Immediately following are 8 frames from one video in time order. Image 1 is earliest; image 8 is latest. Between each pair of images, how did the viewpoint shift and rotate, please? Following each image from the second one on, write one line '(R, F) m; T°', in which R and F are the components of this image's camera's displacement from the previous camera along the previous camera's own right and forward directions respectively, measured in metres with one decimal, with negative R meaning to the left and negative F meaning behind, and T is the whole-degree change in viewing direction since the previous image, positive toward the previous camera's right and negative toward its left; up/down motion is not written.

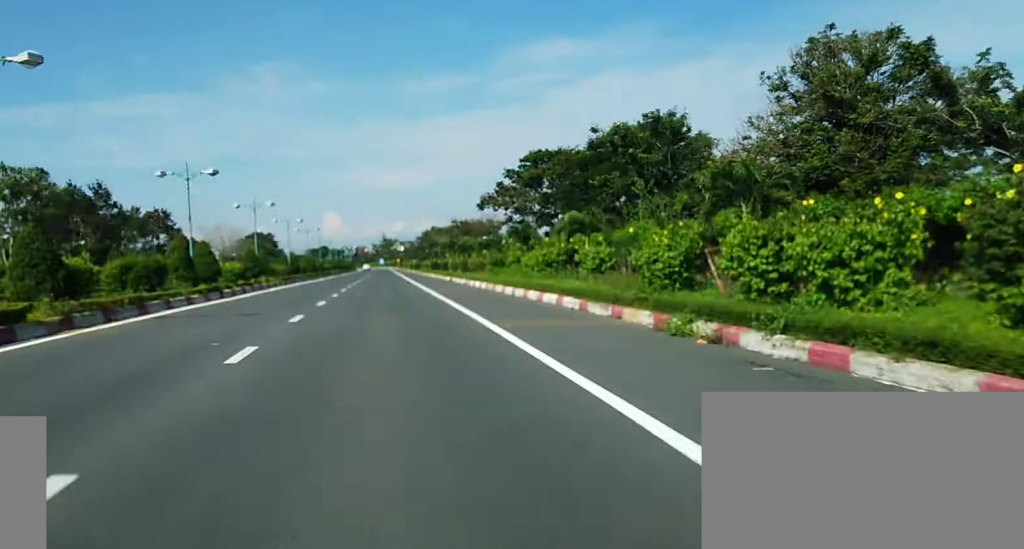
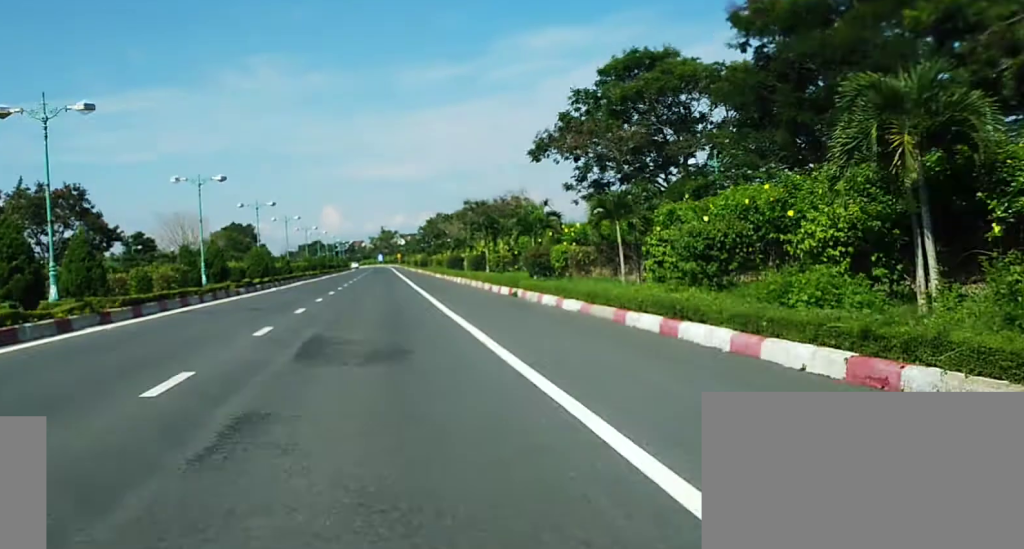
(-0.2, +35.1) m; 0°
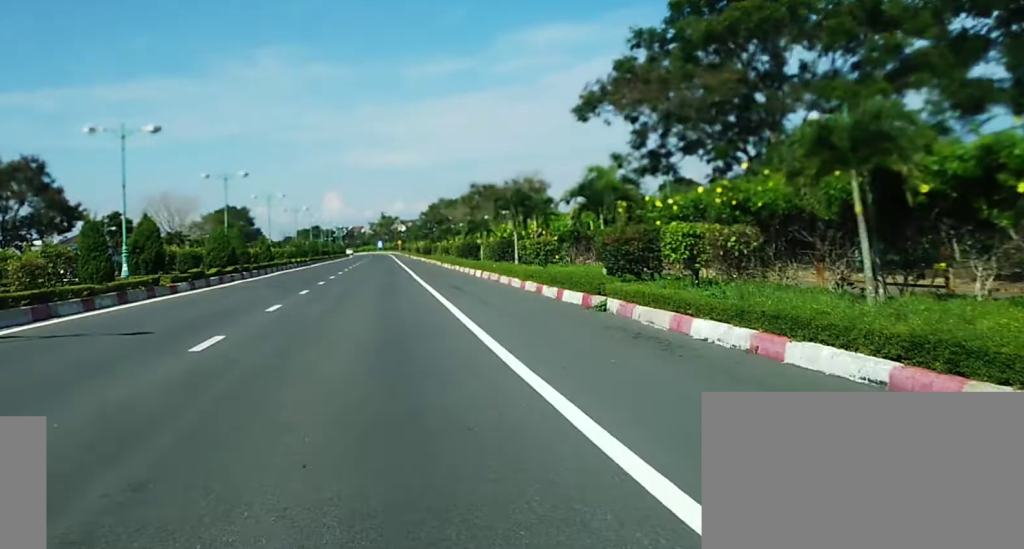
(0.0, +13.3) m; 0°
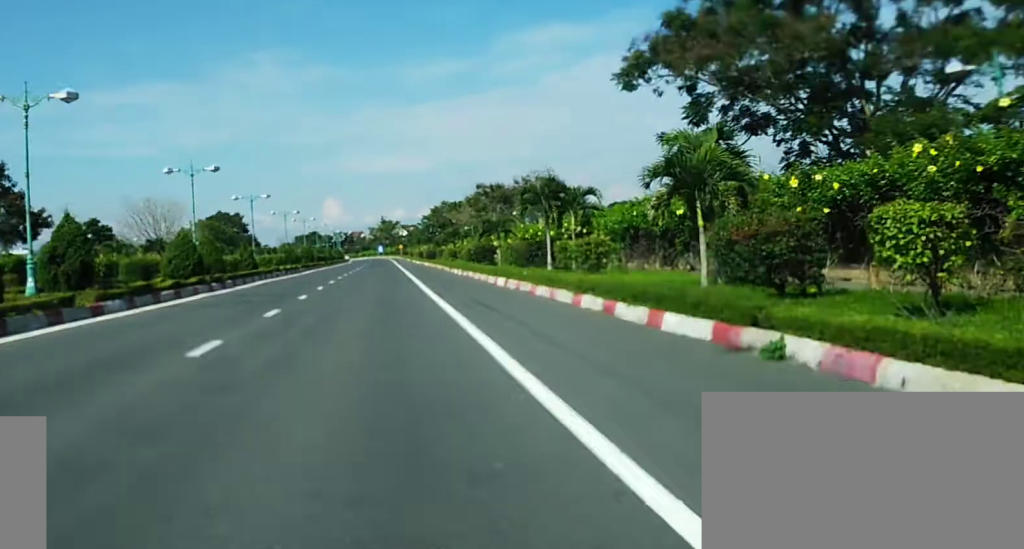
(0.0, +7.9) m; 0°
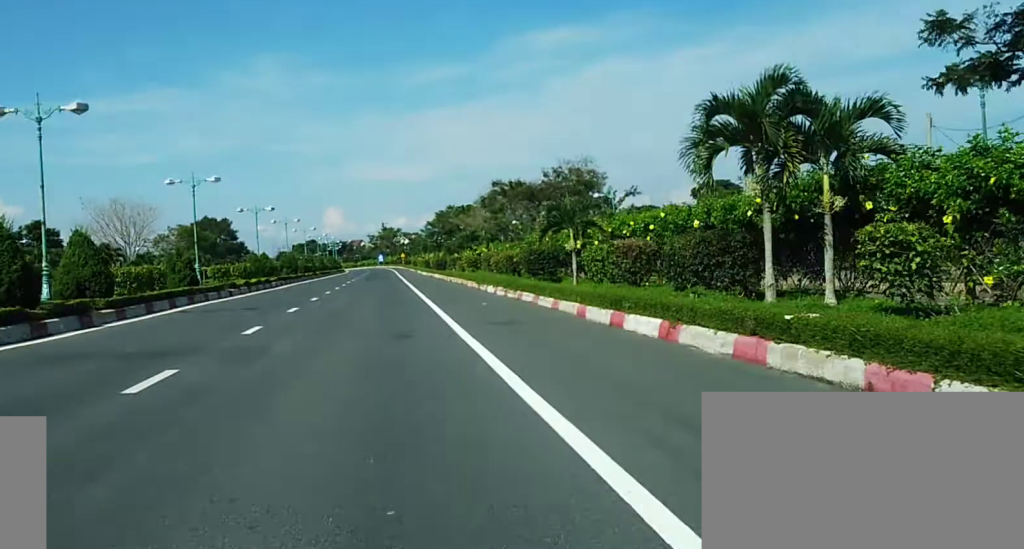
(-0.1, +18.5) m; 0°
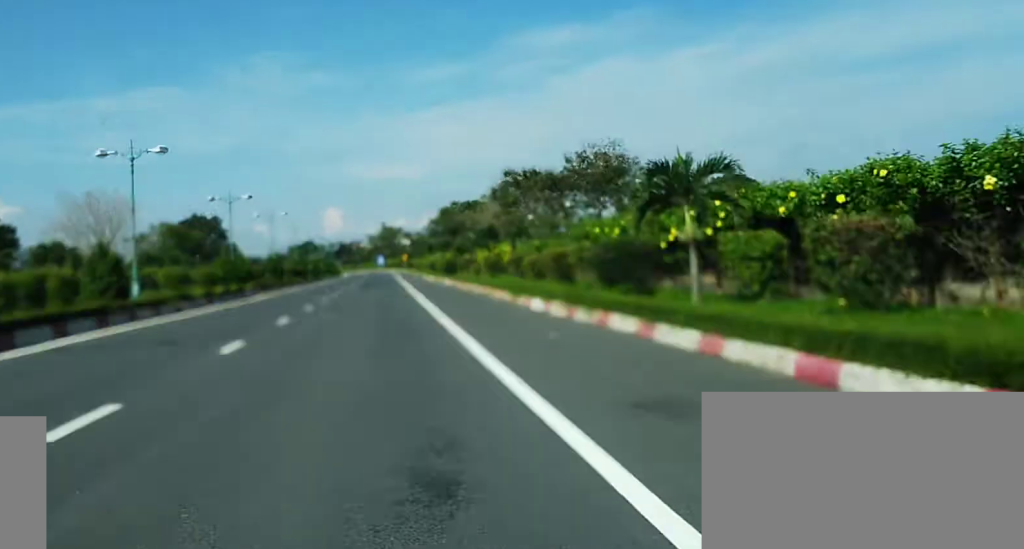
(0.0, +10.5) m; 0°
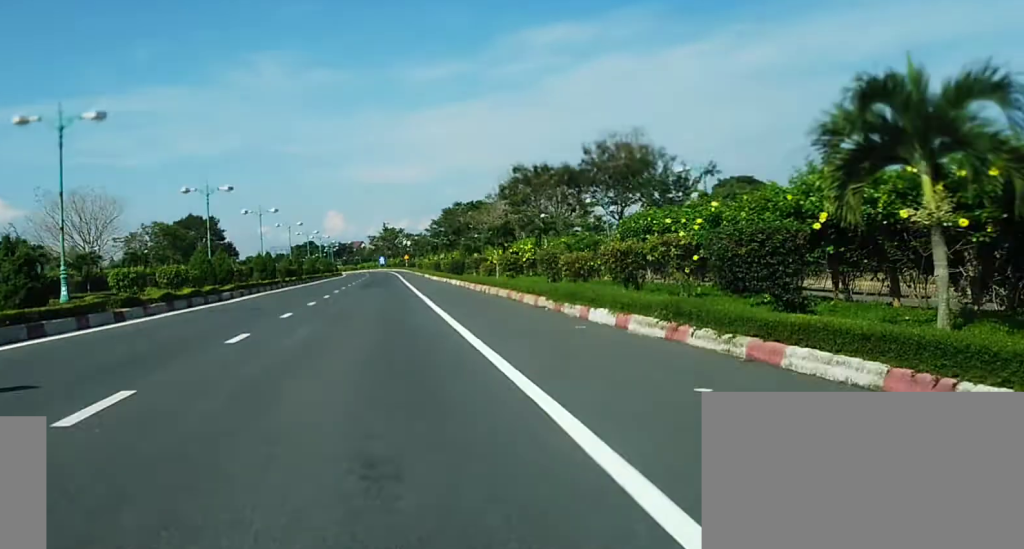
(0.0, +7.9) m; 0°
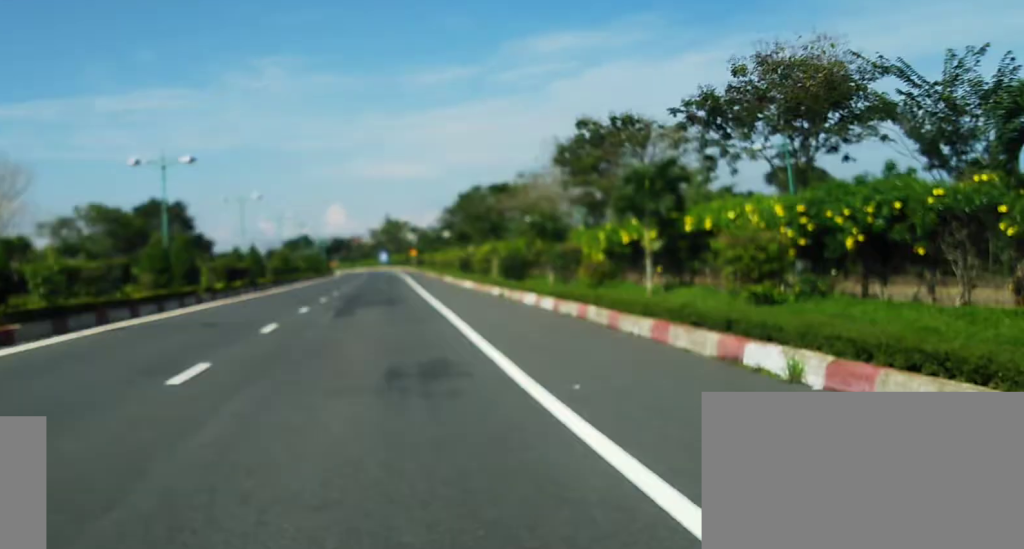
(+0.1, +29.0) m; 0°
